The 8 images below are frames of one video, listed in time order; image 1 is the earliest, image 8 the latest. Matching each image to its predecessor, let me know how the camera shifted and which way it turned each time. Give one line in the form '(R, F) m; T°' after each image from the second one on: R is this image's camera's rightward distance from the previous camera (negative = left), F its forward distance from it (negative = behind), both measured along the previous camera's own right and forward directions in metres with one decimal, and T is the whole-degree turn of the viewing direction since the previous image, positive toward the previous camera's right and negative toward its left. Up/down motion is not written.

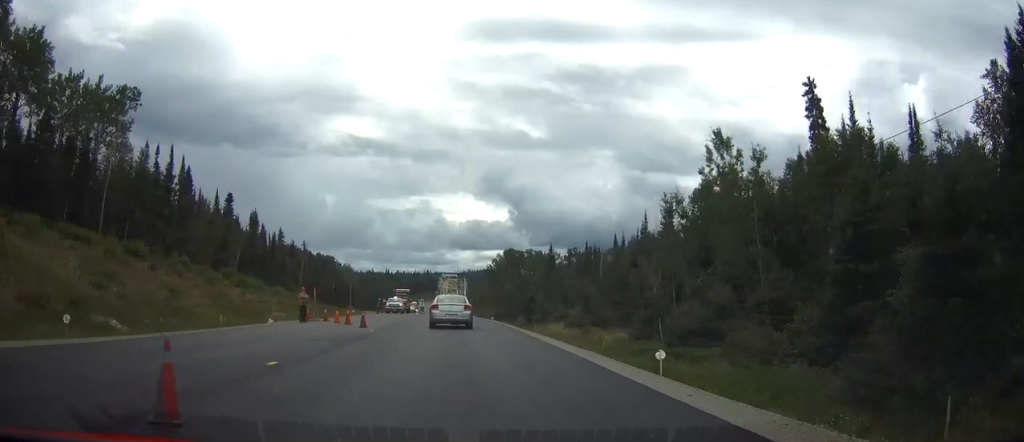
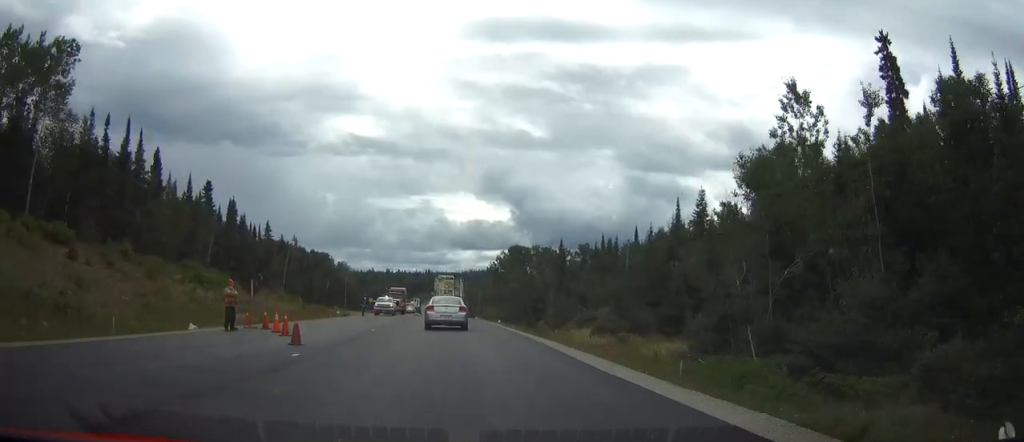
(+0.1, +12.2) m; 0°
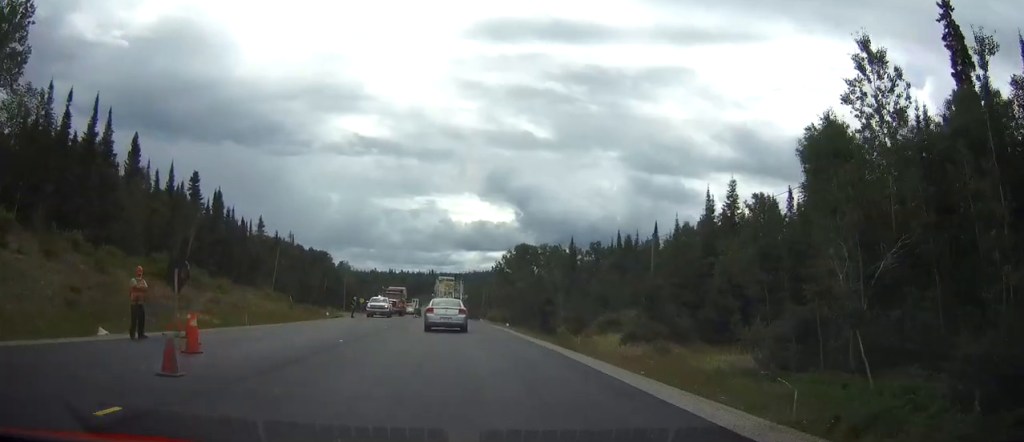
(0.0, +8.1) m; 0°
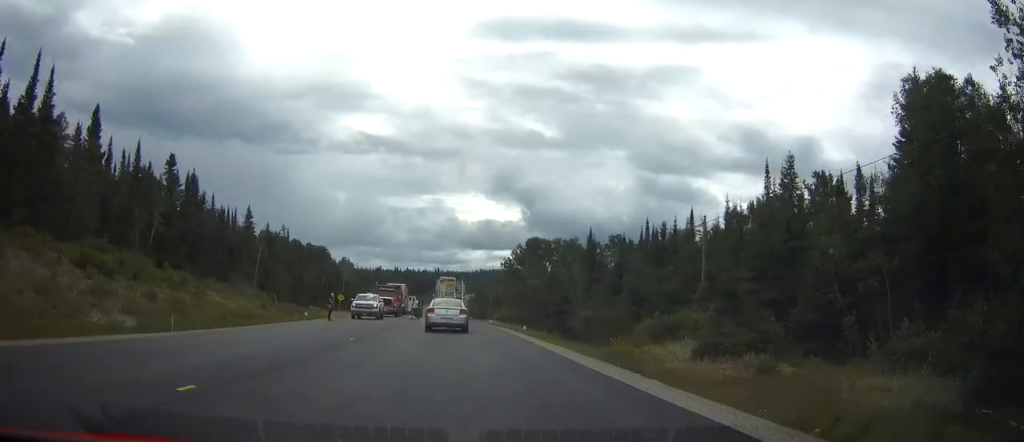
(0.0, +11.9) m; -1°
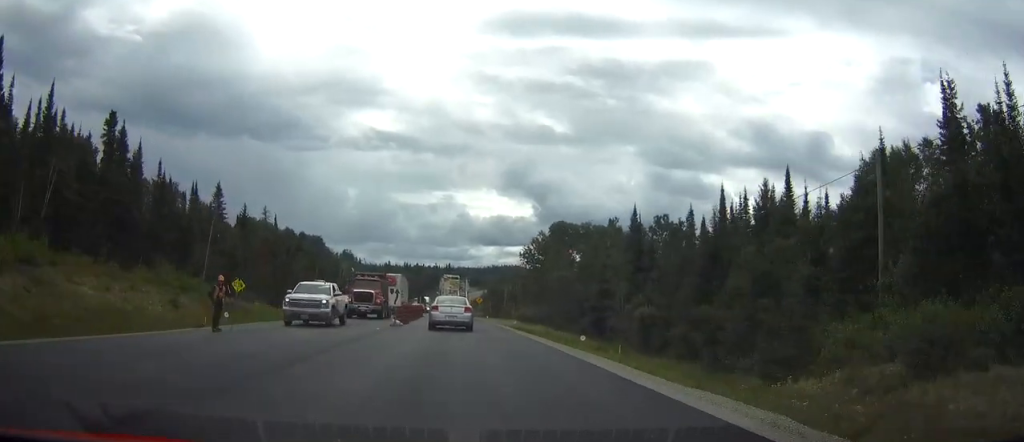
(-0.3, +21.6) m; -1°
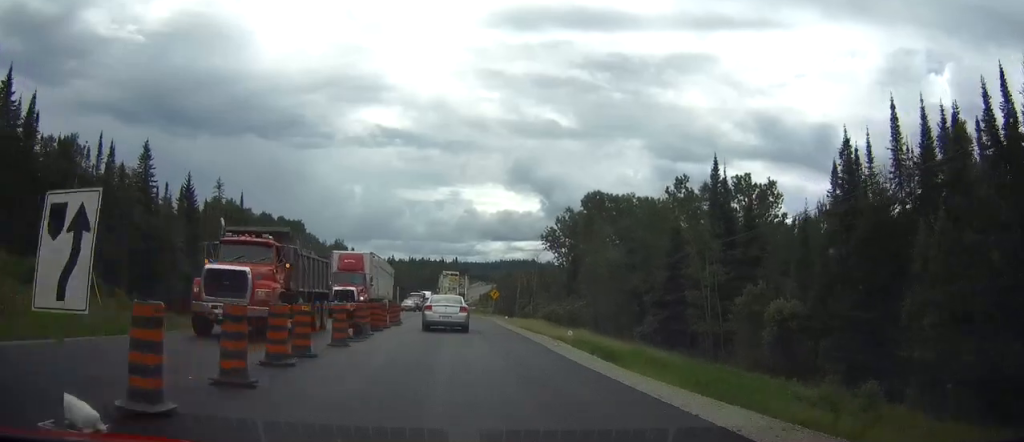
(-0.1, +27.1) m; -1°
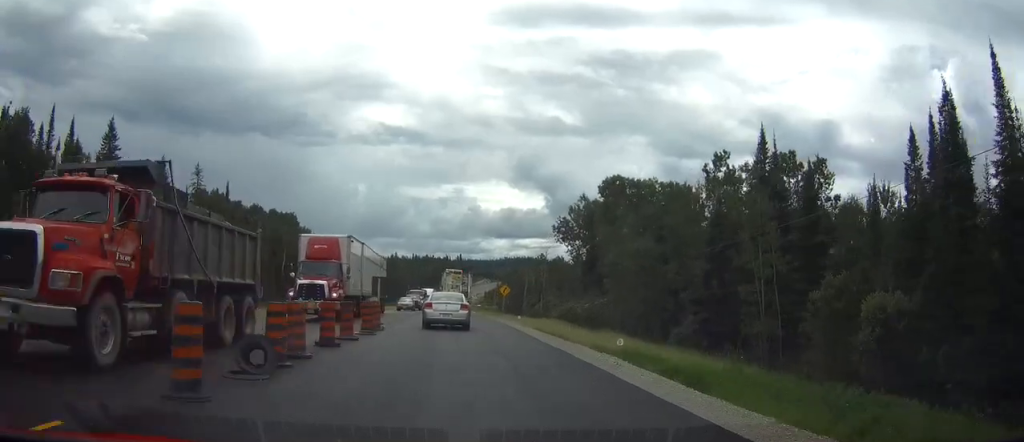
(0.0, +9.7) m; 0°
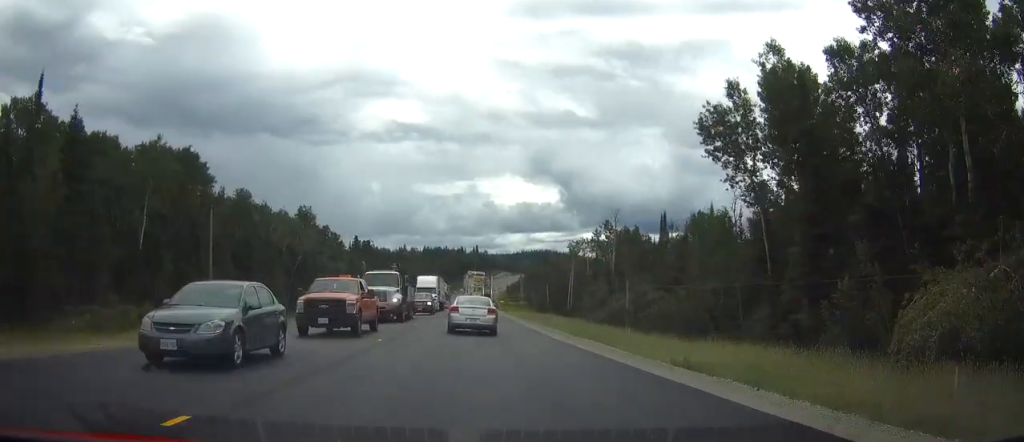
(-1.1, +59.3) m; -1°
